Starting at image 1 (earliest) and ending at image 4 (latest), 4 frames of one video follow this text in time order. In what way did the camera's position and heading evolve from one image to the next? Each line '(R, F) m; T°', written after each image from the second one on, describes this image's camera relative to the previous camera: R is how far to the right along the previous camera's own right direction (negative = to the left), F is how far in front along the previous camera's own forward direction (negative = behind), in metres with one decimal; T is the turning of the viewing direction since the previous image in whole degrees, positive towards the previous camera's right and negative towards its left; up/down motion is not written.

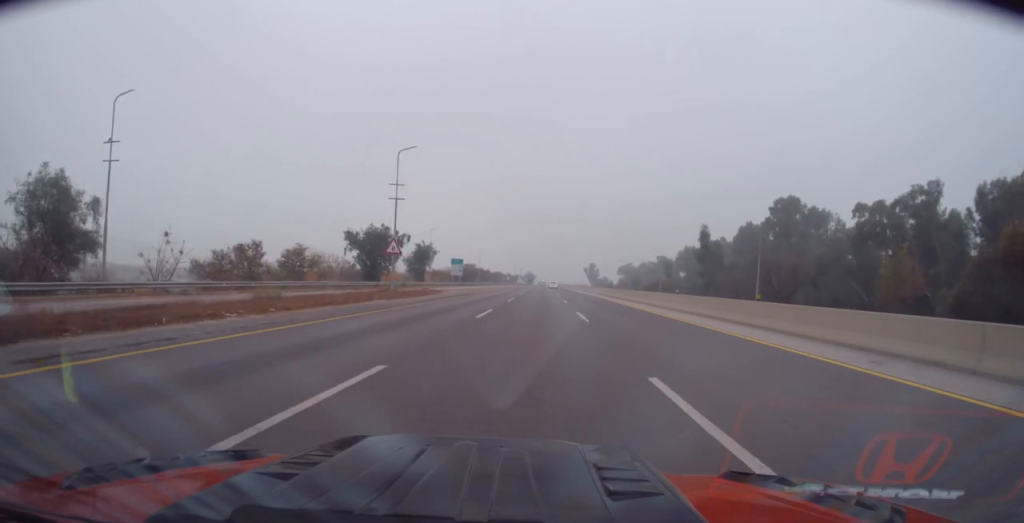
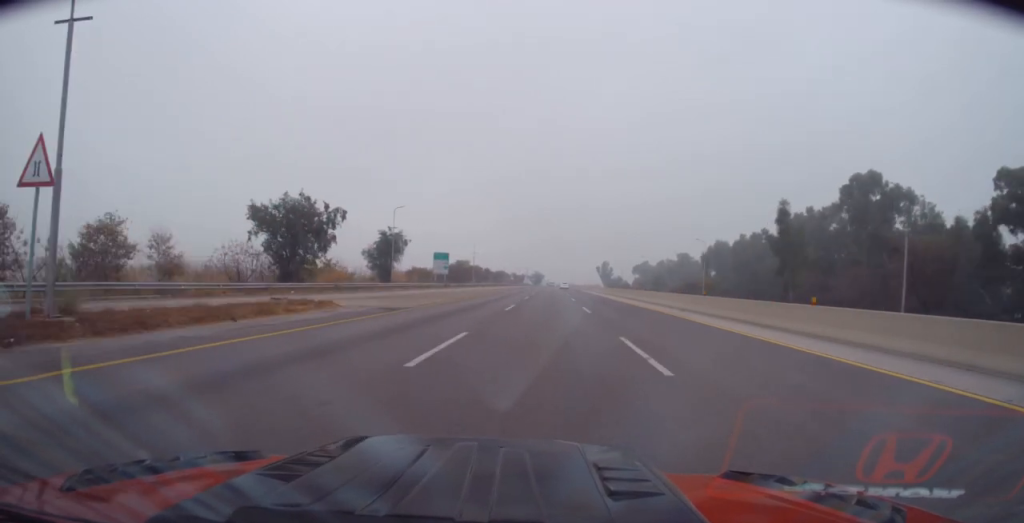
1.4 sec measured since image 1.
(-0.4, +29.8) m; 0°
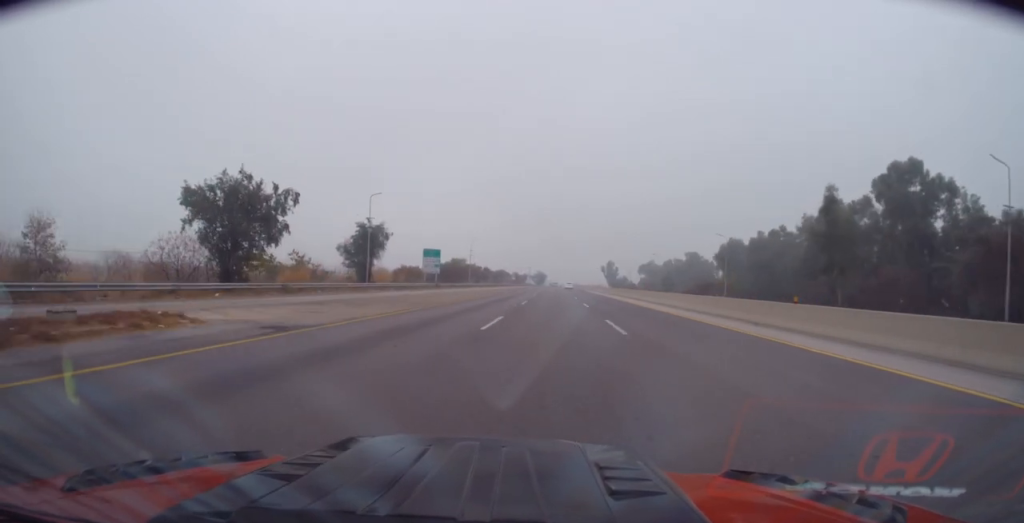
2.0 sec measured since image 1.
(+0.1, +11.1) m; 0°
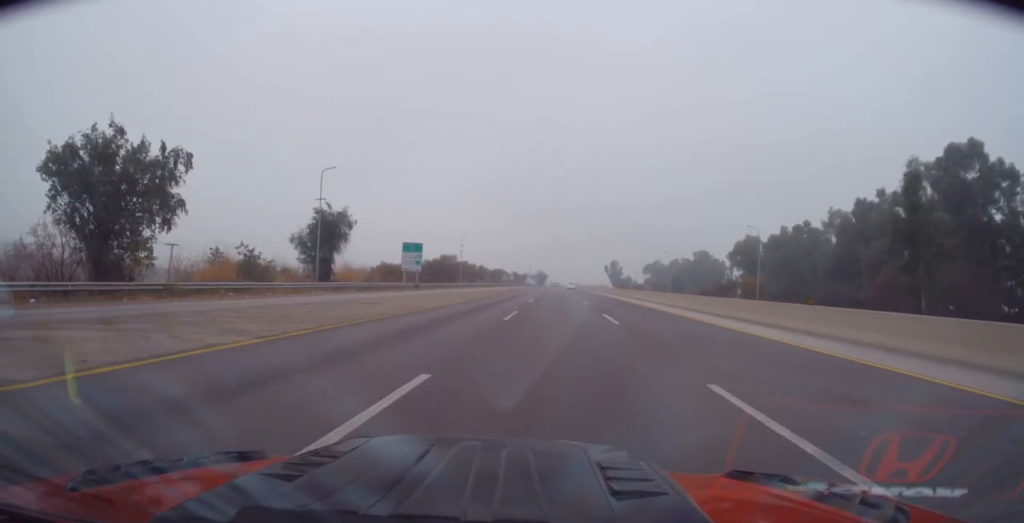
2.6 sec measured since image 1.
(+0.3, +13.9) m; 0°
